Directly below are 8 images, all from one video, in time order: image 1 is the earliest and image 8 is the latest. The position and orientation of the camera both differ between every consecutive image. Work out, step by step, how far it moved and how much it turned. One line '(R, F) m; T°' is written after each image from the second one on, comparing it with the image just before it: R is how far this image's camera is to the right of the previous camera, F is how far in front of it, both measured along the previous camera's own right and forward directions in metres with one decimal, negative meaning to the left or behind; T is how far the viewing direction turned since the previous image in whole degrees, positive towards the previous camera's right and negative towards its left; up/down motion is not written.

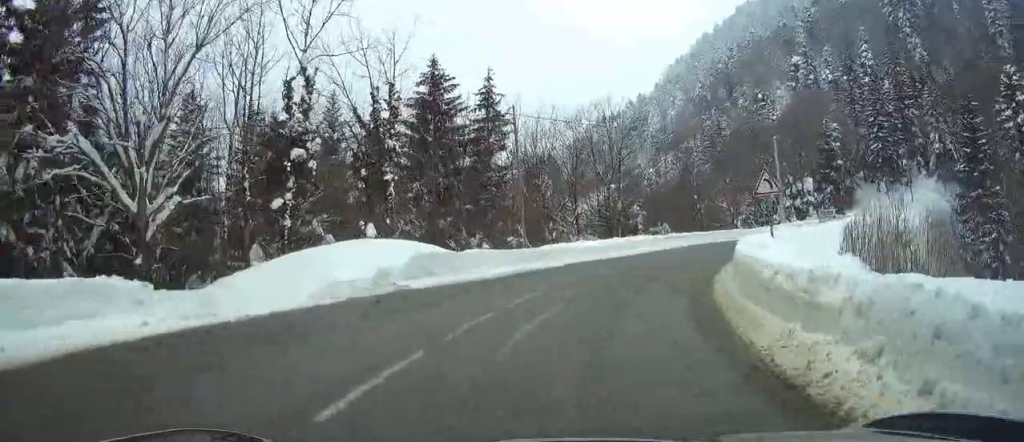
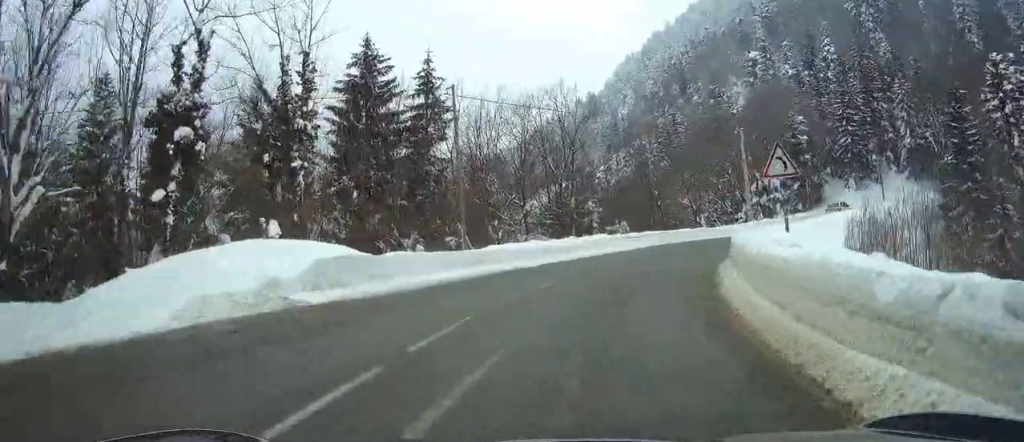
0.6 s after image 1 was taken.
(+0.1, +4.8) m; +4°
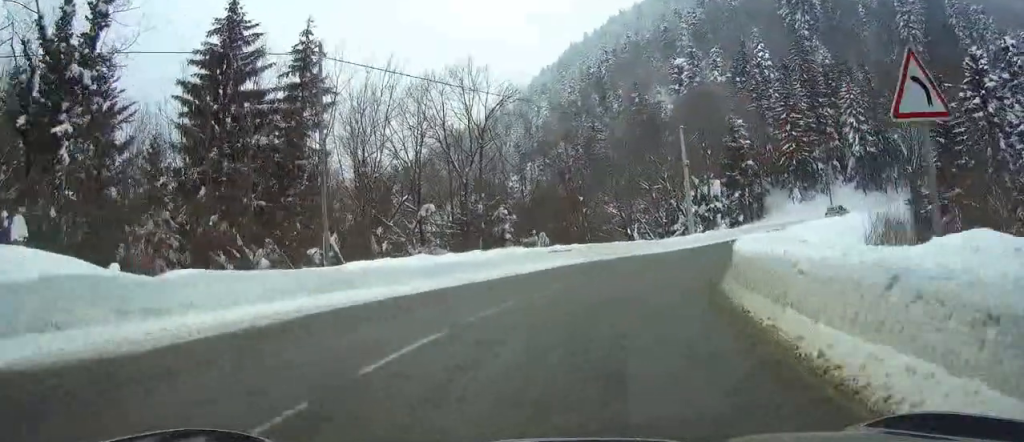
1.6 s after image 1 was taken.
(+0.6, +8.8) m; +6°
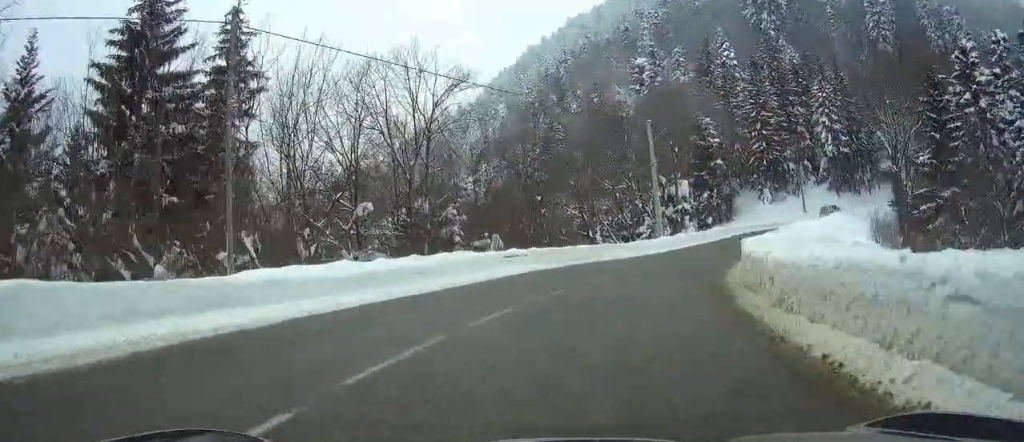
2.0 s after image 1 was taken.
(+0.1, +4.5) m; +3°
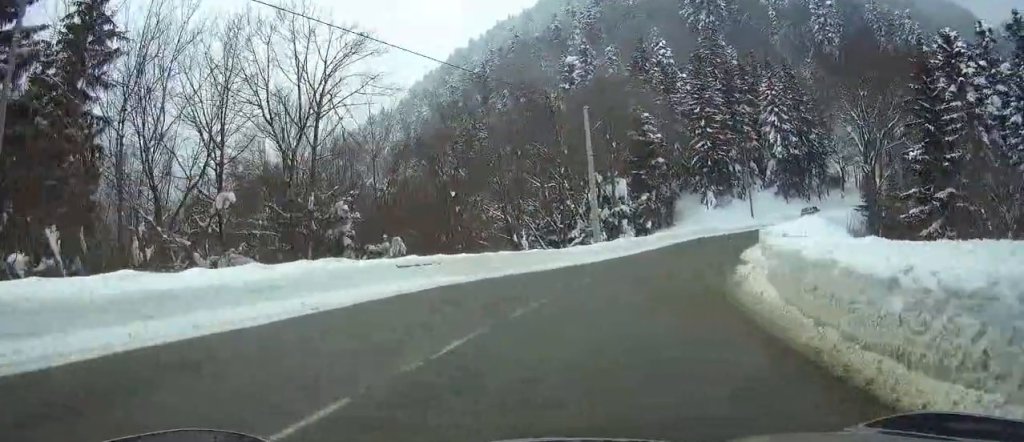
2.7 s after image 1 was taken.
(+0.2, +7.1) m; +6°
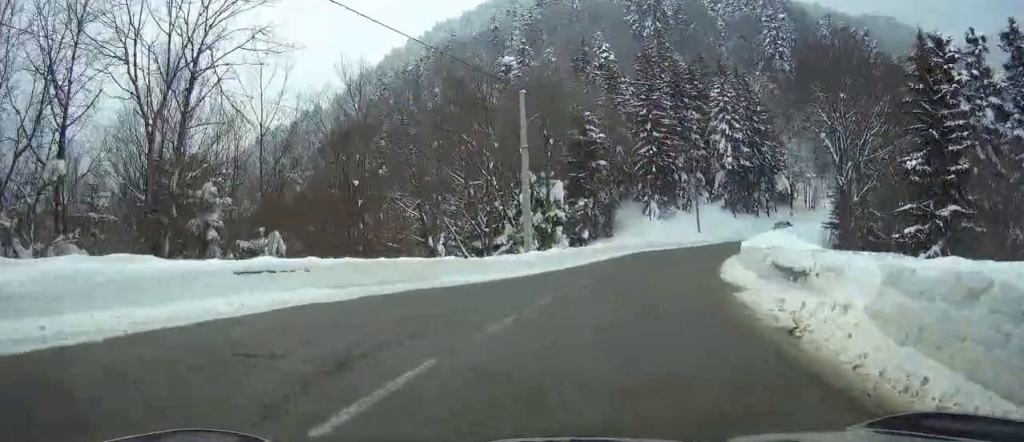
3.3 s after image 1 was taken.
(+0.4, +7.1) m; +6°
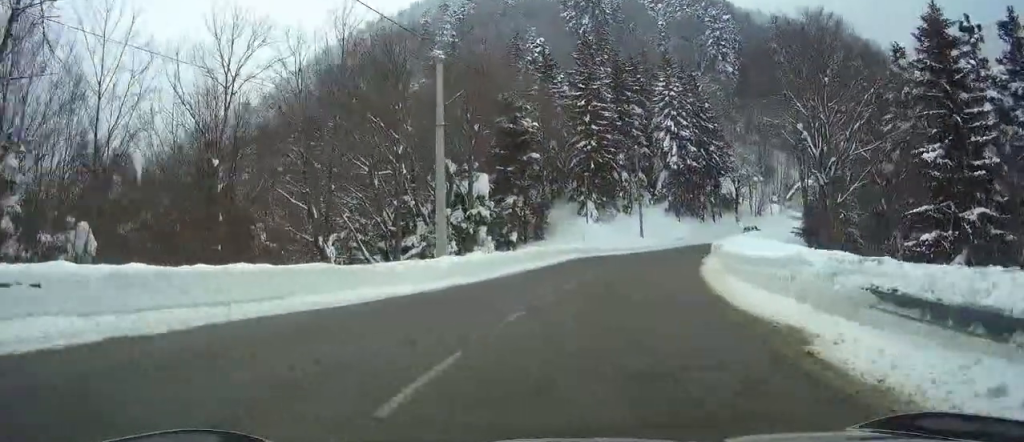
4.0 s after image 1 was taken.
(+0.4, +7.1) m; +5°
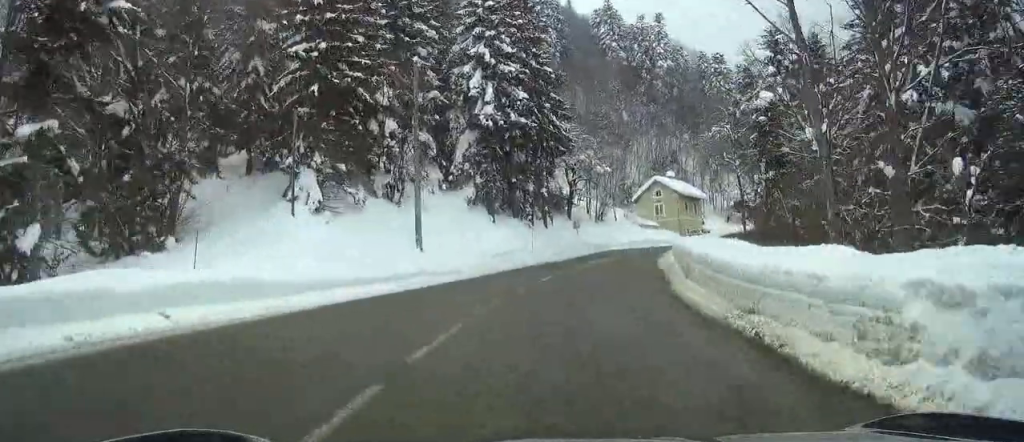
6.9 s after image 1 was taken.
(+6.1, +34.4) m; +18°
